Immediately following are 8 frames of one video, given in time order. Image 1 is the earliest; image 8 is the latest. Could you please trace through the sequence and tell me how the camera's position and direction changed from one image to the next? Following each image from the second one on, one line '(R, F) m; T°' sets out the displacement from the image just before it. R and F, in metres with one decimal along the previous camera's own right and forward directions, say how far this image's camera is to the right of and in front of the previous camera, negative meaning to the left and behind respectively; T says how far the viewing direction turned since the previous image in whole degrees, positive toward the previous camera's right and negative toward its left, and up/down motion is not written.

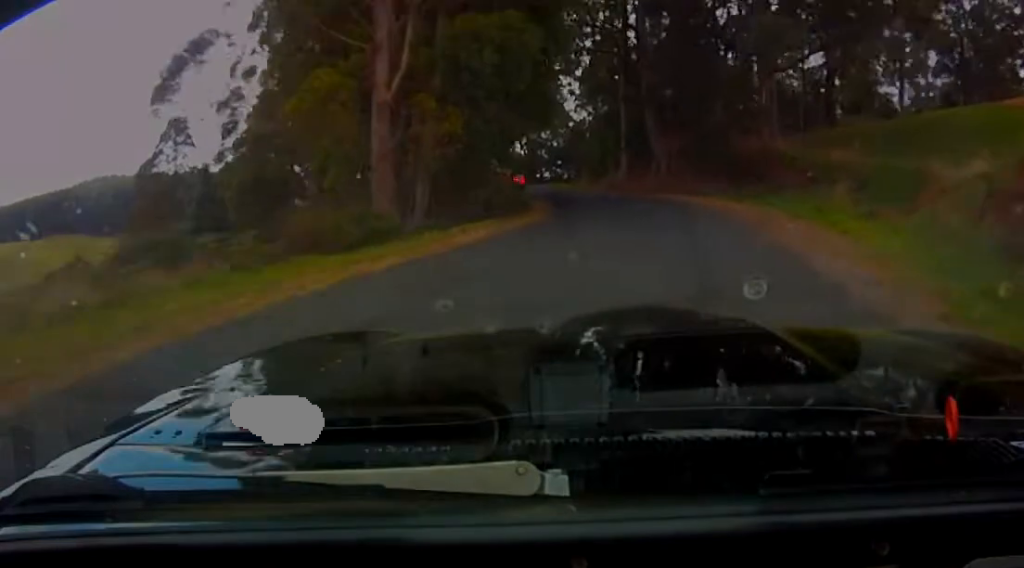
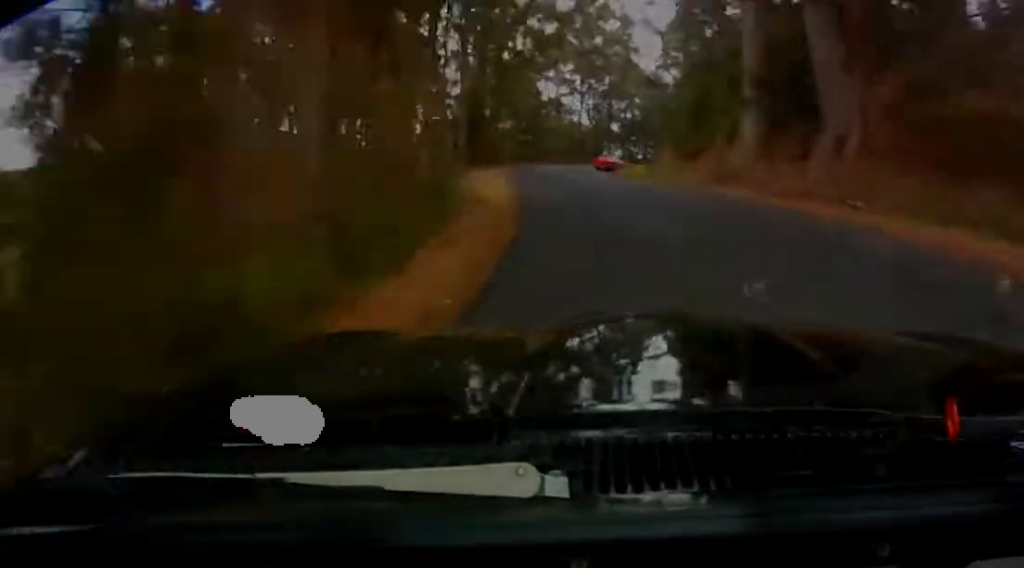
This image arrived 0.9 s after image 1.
(-0.8, +27.3) m; -3°
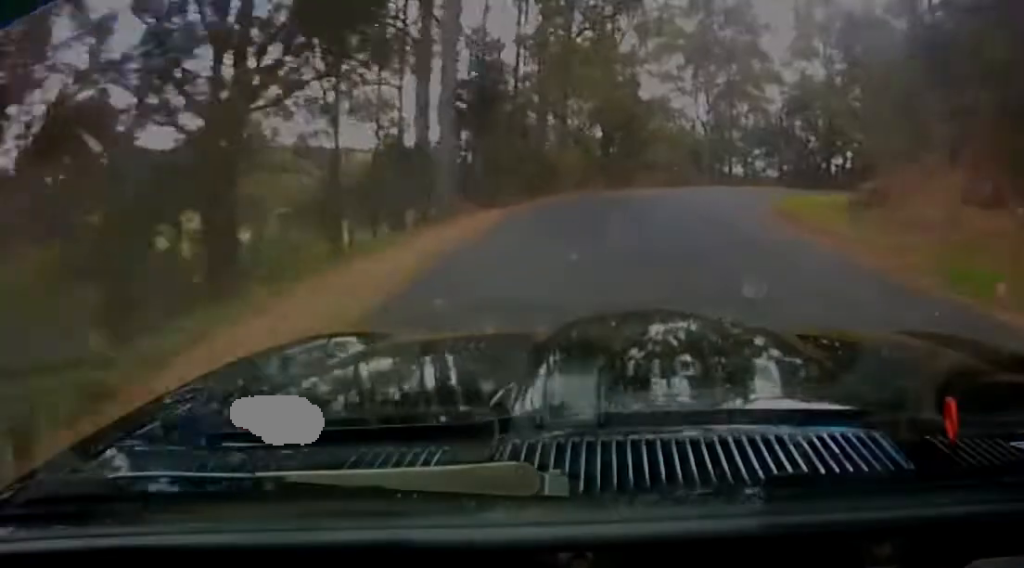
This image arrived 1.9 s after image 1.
(-0.4, +24.8) m; -1°
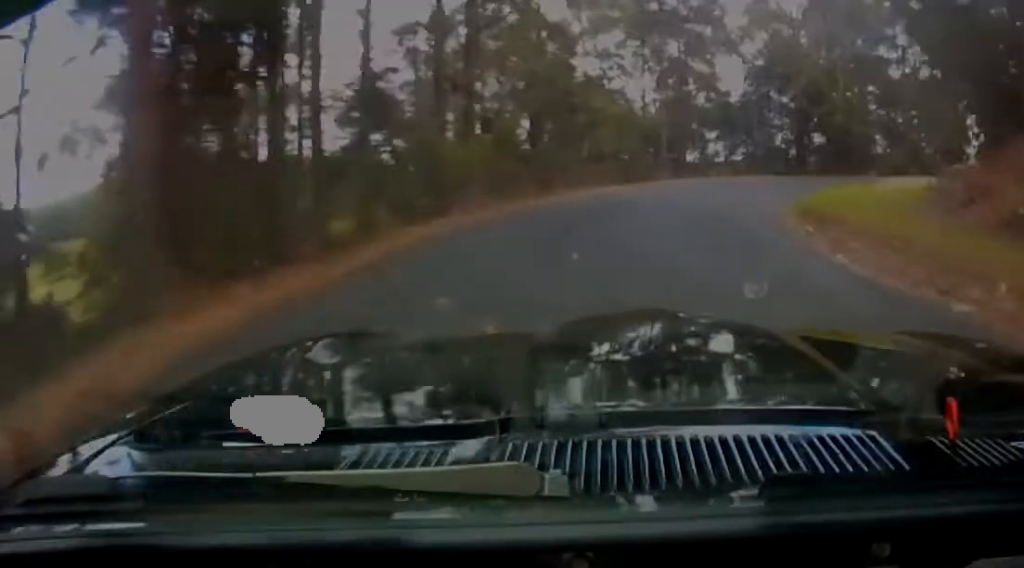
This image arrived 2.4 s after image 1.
(-0.1, +12.3) m; +3°
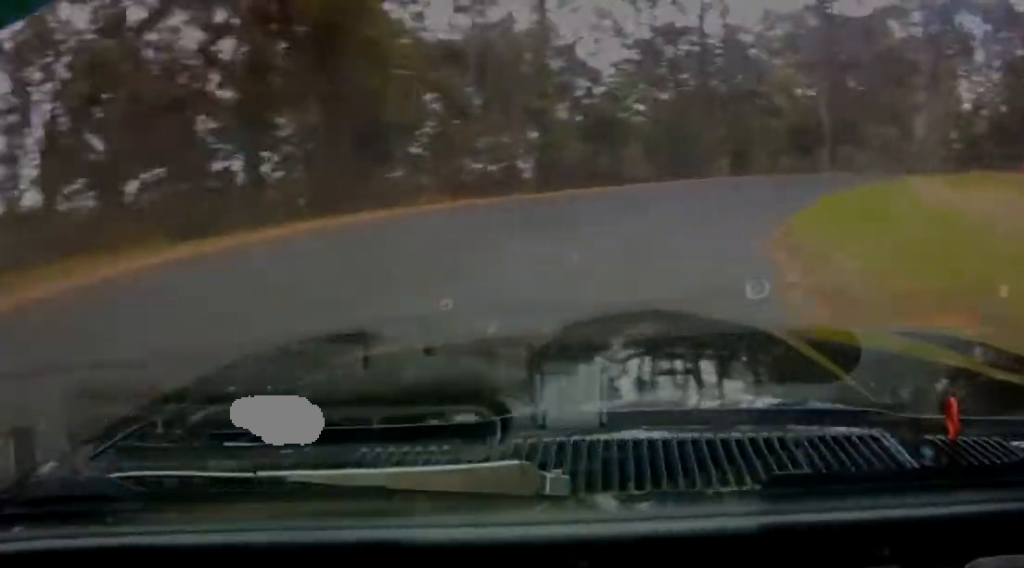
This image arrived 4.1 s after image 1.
(+7.1, +39.3) m; +32°
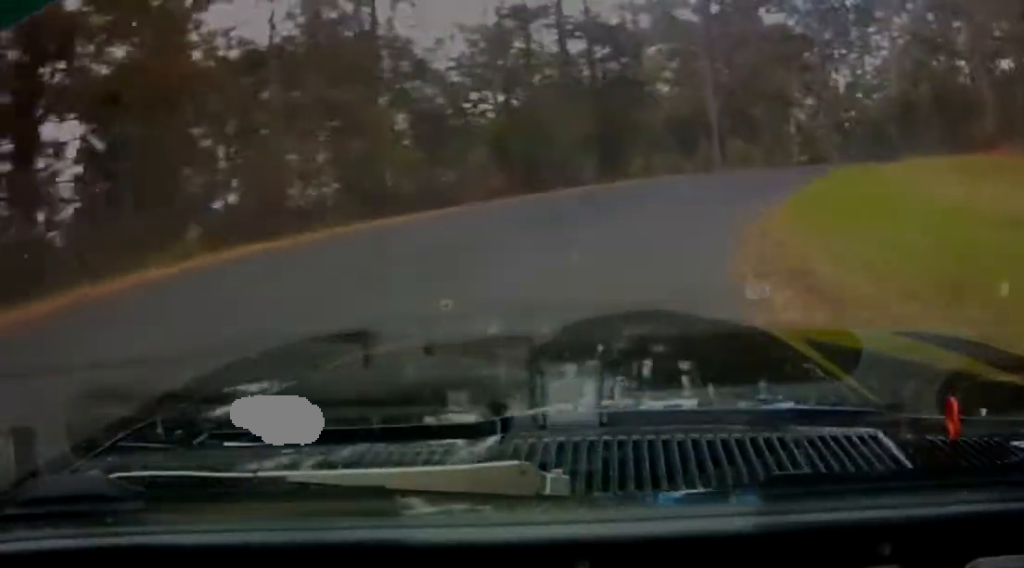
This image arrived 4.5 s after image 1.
(+1.6, +8.6) m; +10°
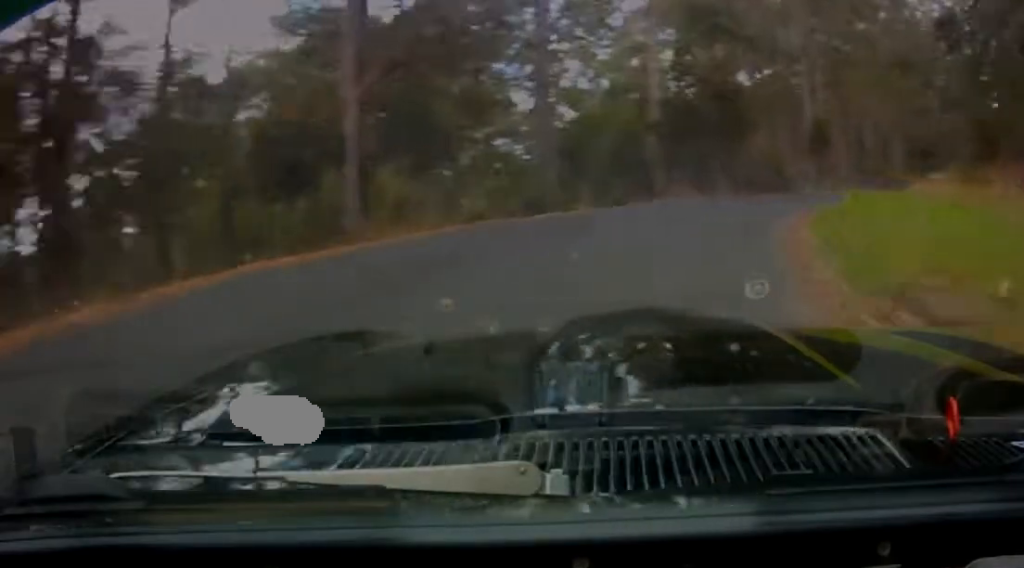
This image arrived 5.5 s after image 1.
(+4.0, +19.9) m; +25°
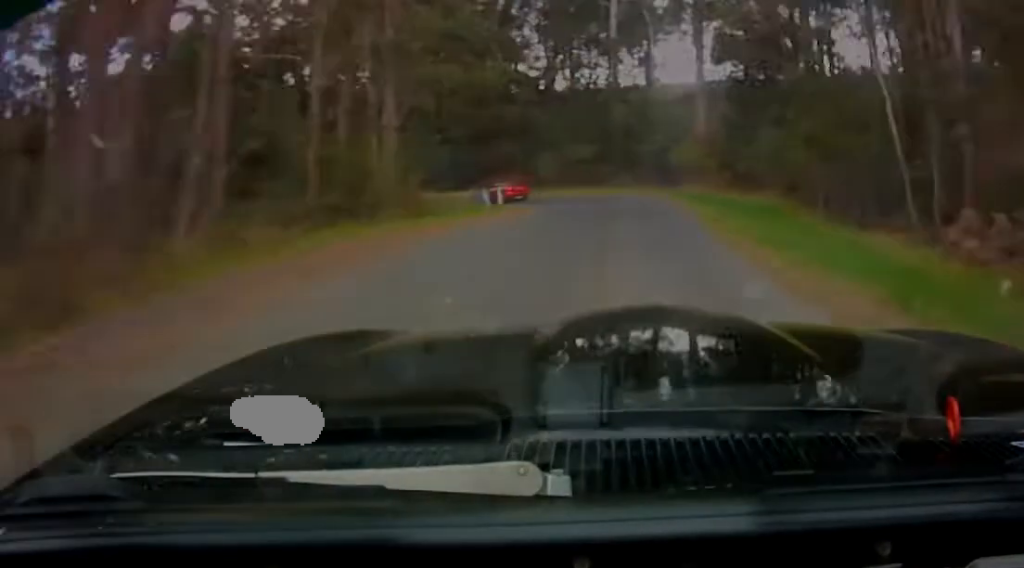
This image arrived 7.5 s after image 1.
(+18.6, +33.6) m; +48°
